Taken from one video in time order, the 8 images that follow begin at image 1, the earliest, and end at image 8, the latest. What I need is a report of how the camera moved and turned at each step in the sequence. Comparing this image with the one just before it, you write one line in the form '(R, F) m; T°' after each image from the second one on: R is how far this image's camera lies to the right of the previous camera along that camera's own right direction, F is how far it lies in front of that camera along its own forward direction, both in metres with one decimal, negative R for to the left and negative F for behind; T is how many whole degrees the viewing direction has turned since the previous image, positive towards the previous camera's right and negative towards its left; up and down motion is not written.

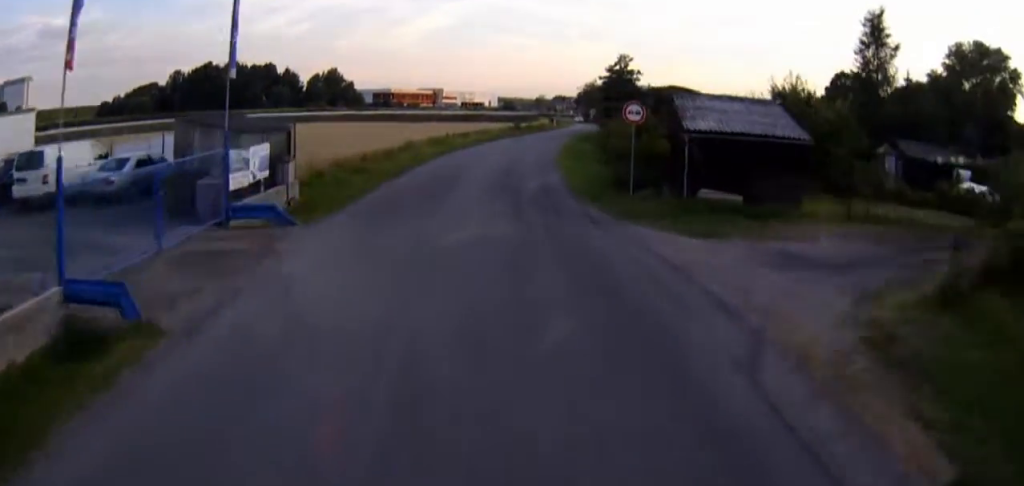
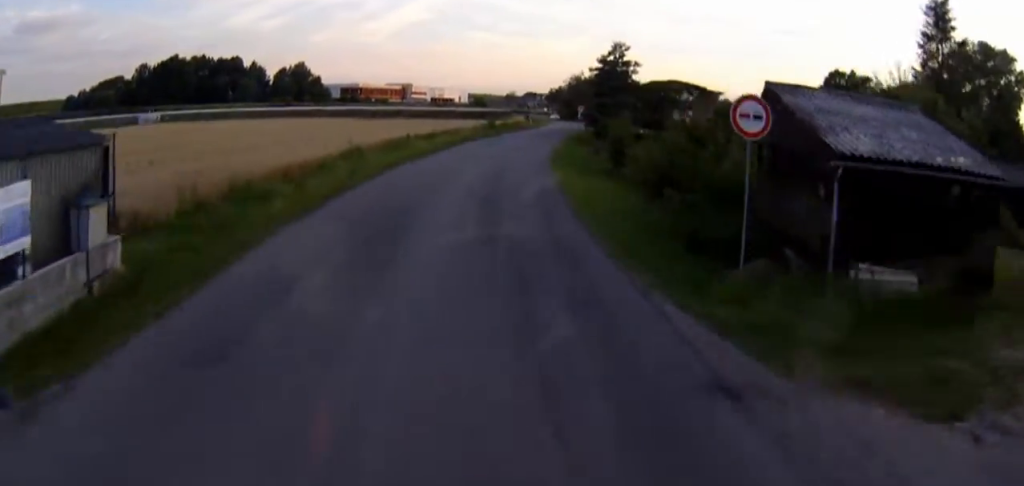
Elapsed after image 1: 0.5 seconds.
(+0.1, +12.0) m; +2°
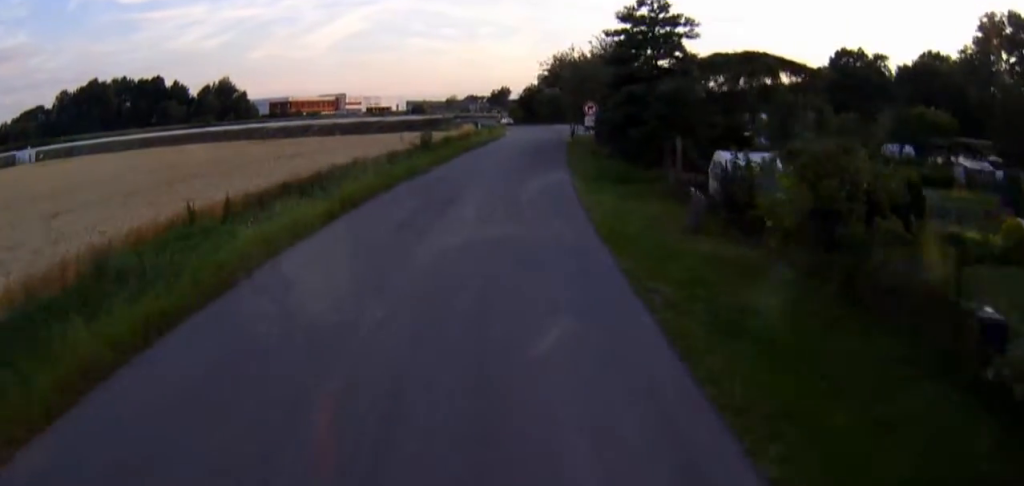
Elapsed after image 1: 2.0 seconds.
(+2.7, +32.5) m; +9°
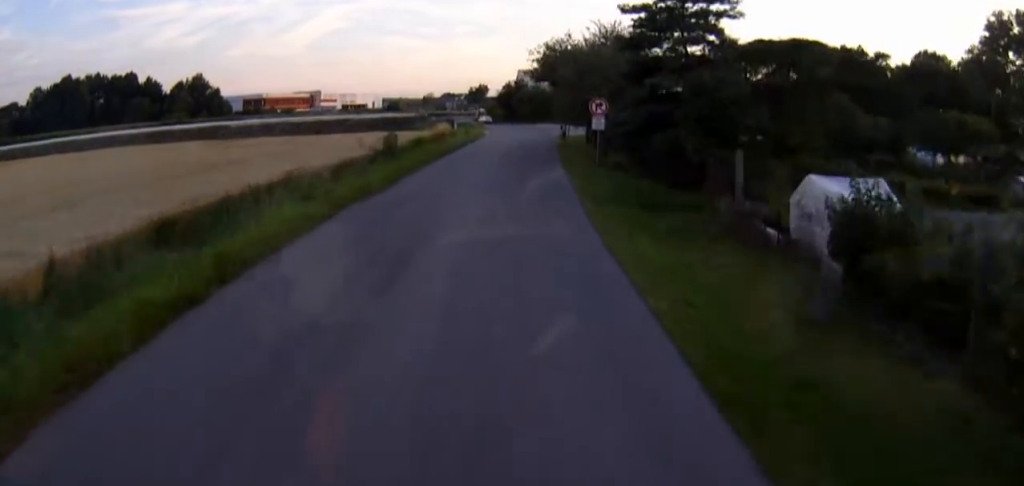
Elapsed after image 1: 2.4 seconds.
(+0.4, +8.7) m; +1°
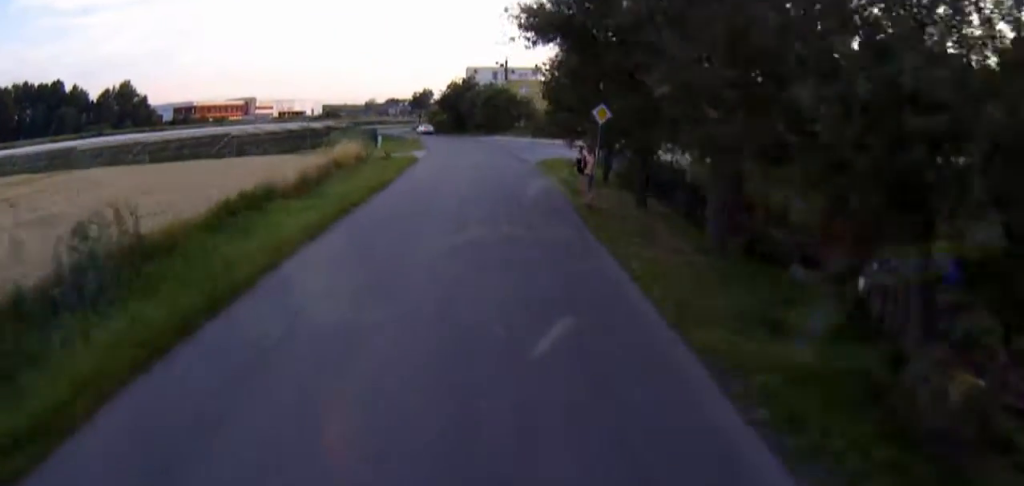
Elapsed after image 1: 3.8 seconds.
(+0.2, +28.7) m; 0°
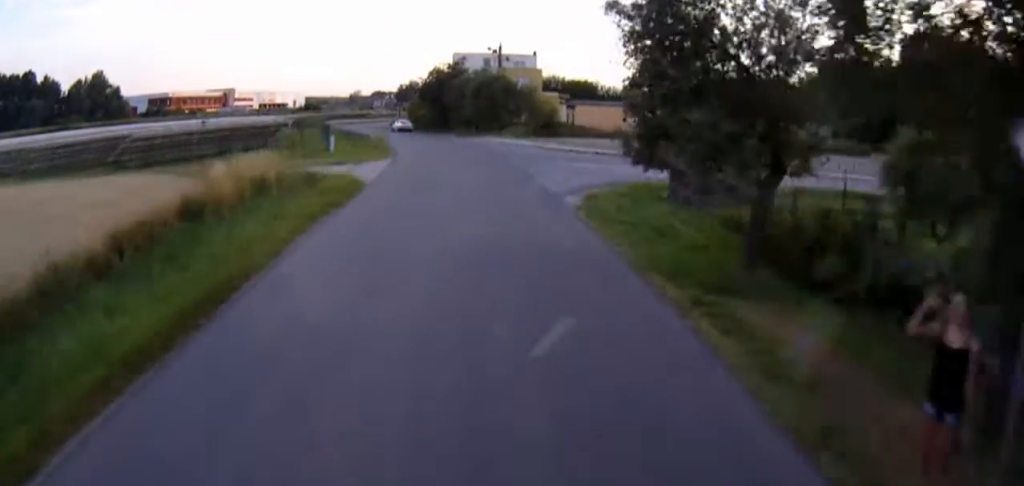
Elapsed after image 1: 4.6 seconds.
(0.0, +17.7) m; -1°
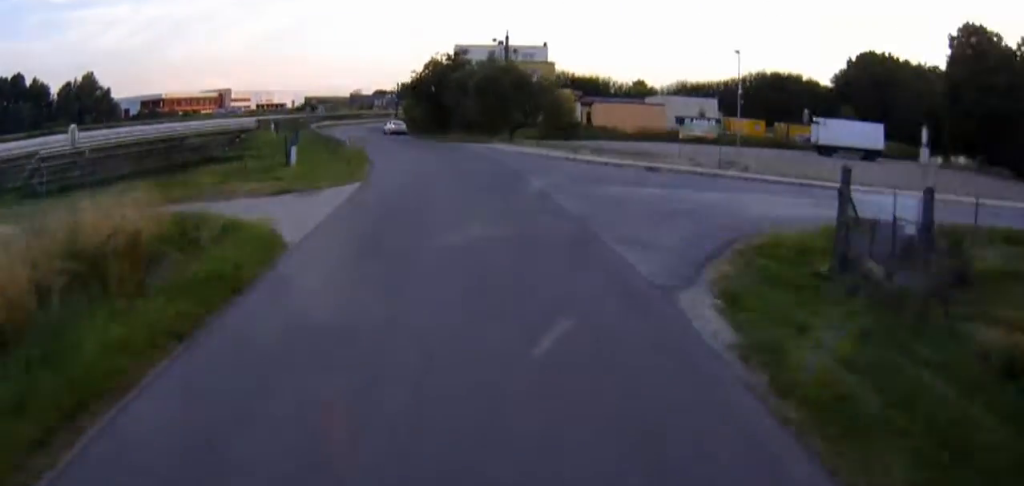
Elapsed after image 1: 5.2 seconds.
(-0.2, +12.4) m; -1°
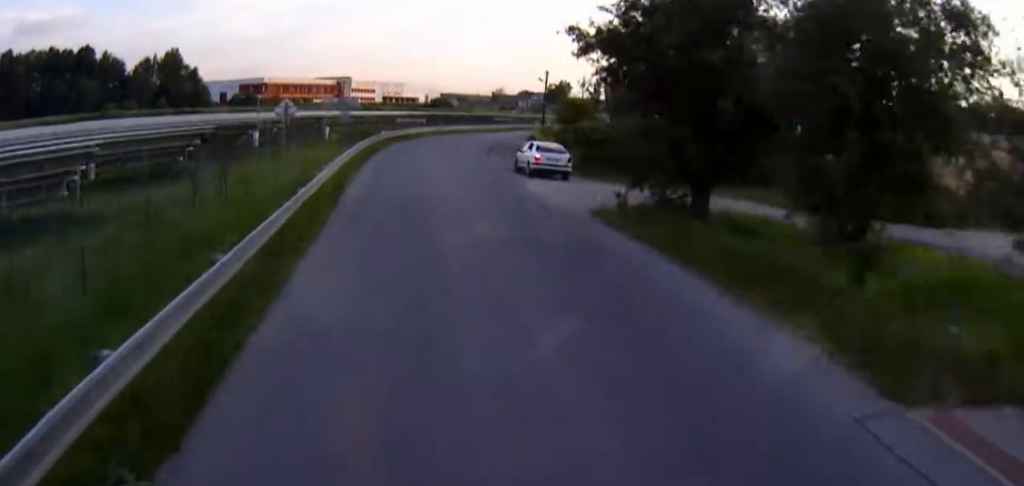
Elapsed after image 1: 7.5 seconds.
(-2.0, +46.1) m; -6°
